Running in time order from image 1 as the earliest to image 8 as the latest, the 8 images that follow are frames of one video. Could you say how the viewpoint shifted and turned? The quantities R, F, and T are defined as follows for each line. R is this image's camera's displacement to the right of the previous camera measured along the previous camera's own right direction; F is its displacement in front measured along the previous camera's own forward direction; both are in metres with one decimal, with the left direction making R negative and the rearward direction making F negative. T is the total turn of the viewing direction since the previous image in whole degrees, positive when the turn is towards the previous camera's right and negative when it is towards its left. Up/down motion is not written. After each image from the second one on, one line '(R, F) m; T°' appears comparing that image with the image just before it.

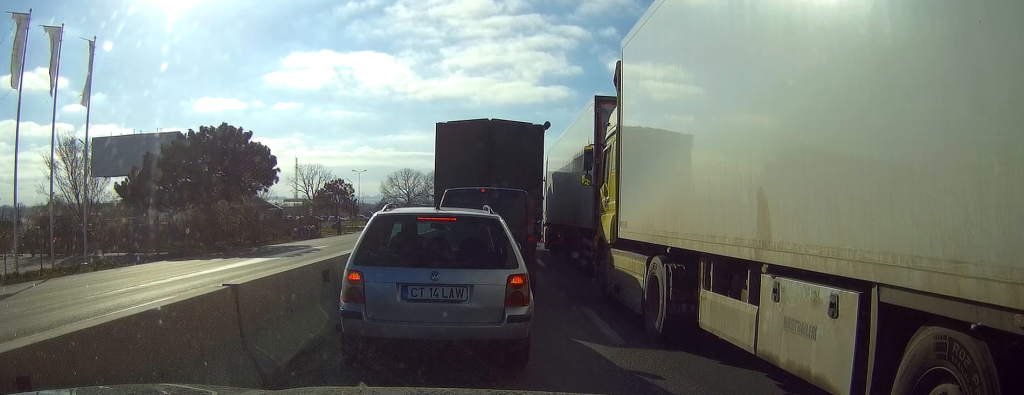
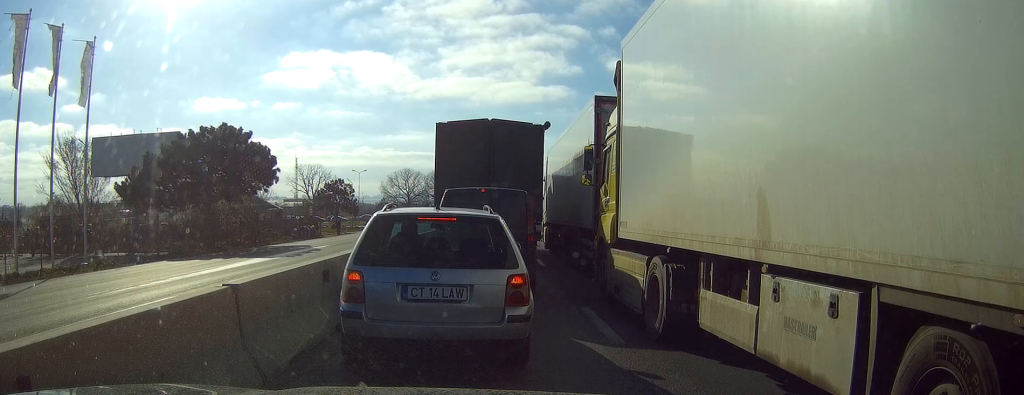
(0.0, 0.0) m; 0°
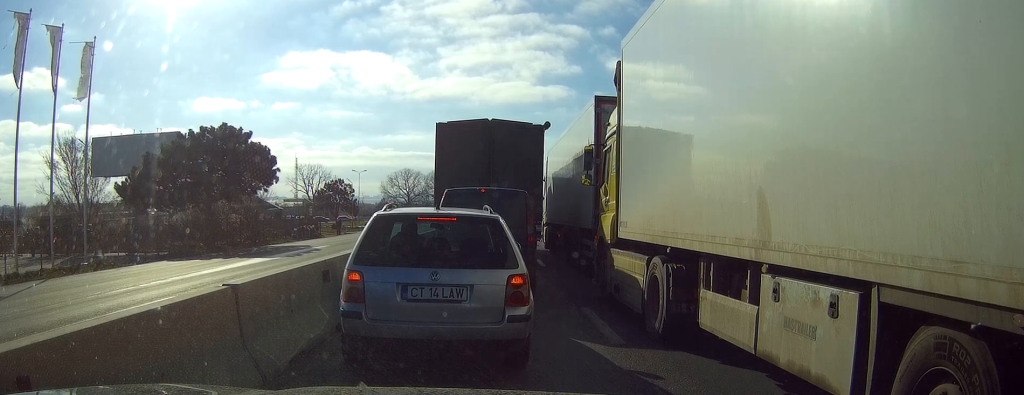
(0.0, 0.0) m; 0°
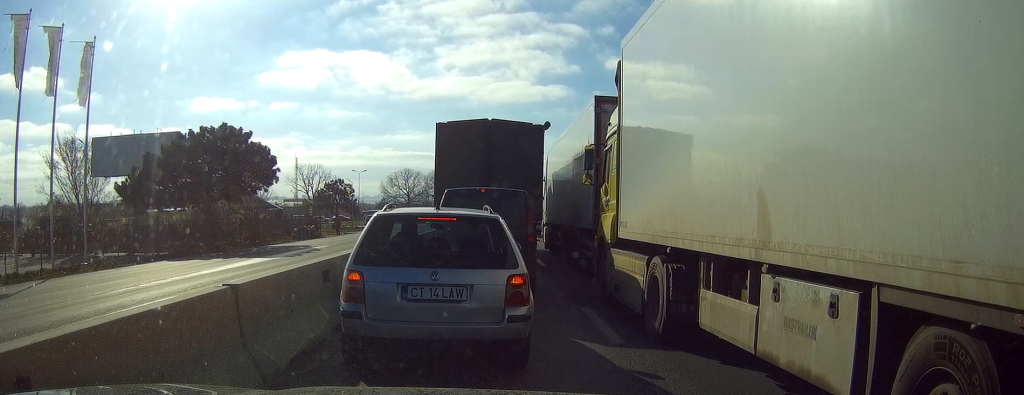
(0.0, 0.0) m; 0°
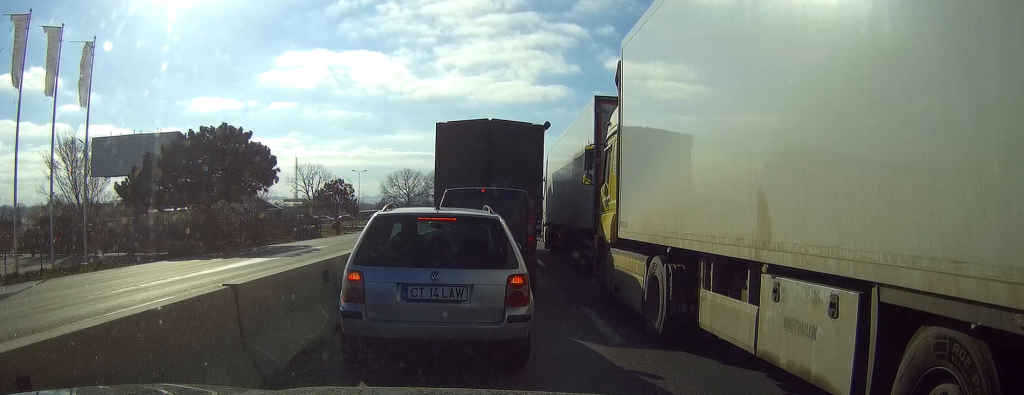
(0.0, 0.0) m; 0°
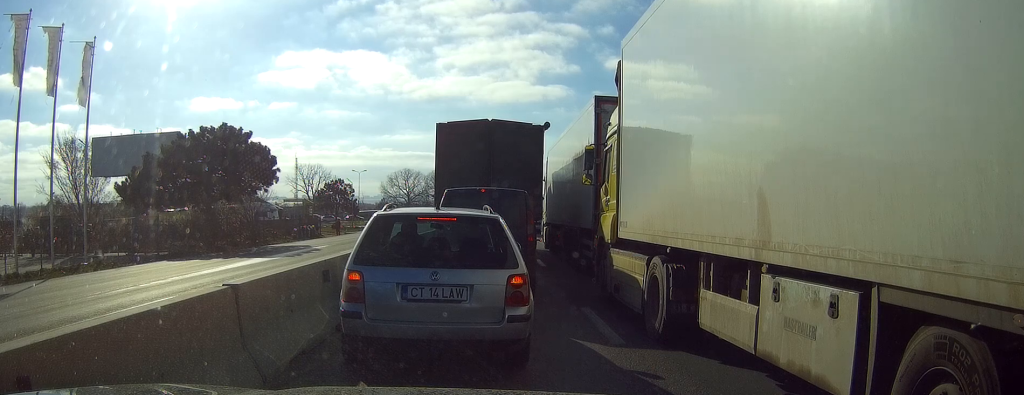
(0.0, 0.0) m; 0°
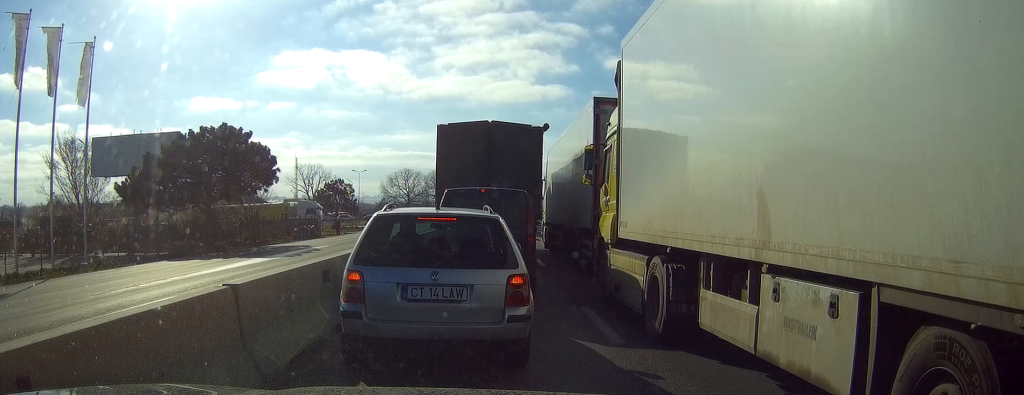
(0.0, 0.0) m; 0°
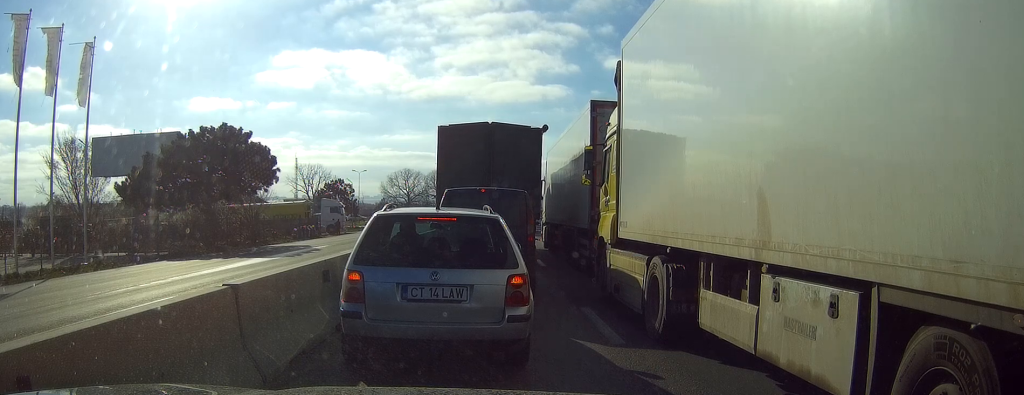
(0.0, 0.0) m; 0°
